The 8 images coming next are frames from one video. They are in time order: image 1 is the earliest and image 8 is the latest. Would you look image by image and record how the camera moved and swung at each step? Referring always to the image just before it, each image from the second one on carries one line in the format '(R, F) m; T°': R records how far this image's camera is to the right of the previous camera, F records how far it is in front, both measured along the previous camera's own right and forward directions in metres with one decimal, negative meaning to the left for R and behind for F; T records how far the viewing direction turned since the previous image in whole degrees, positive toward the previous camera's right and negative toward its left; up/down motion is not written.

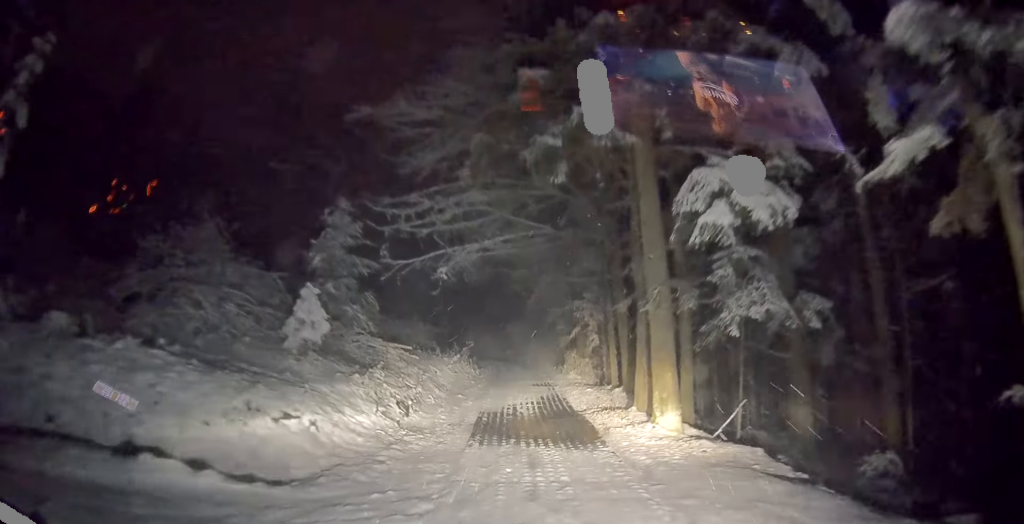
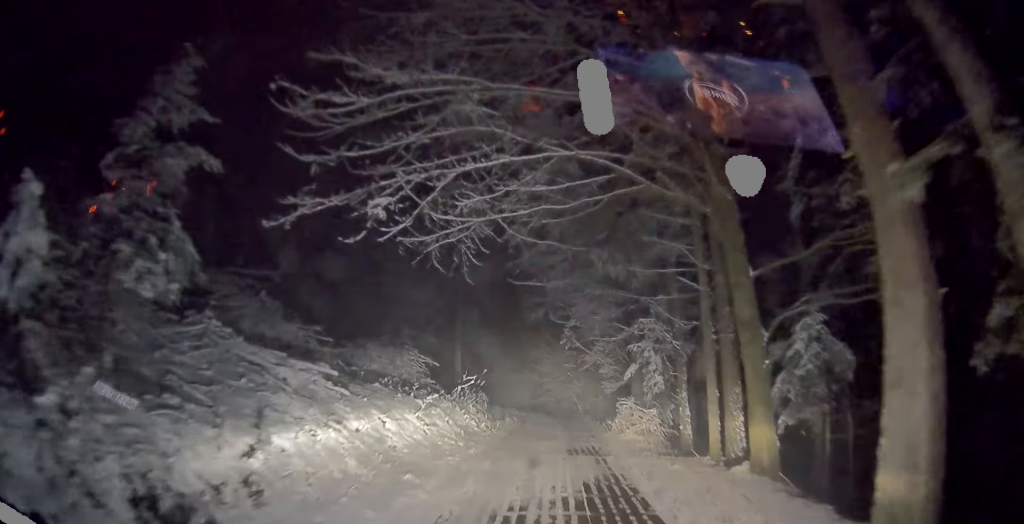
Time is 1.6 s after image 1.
(0.0, +9.0) m; -4°
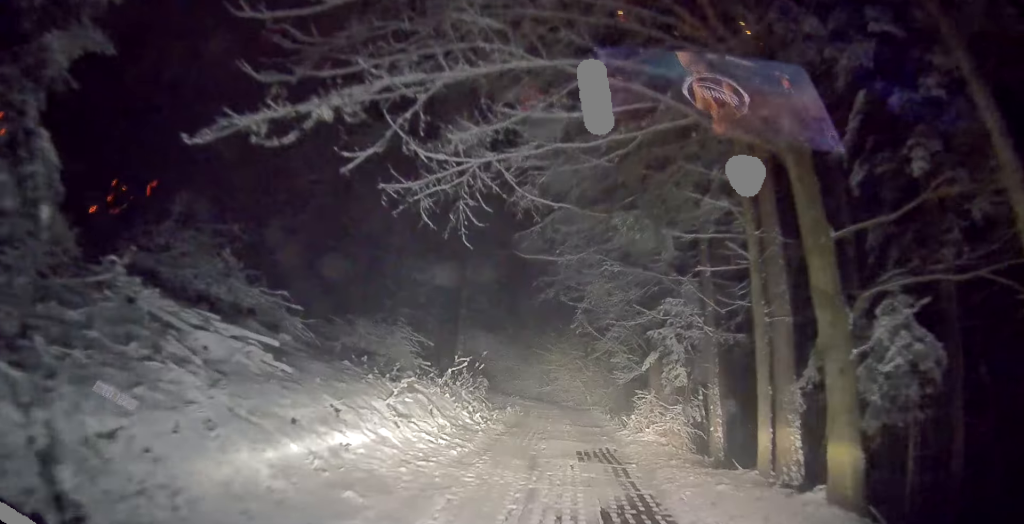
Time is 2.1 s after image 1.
(0.0, +2.4) m; -3°
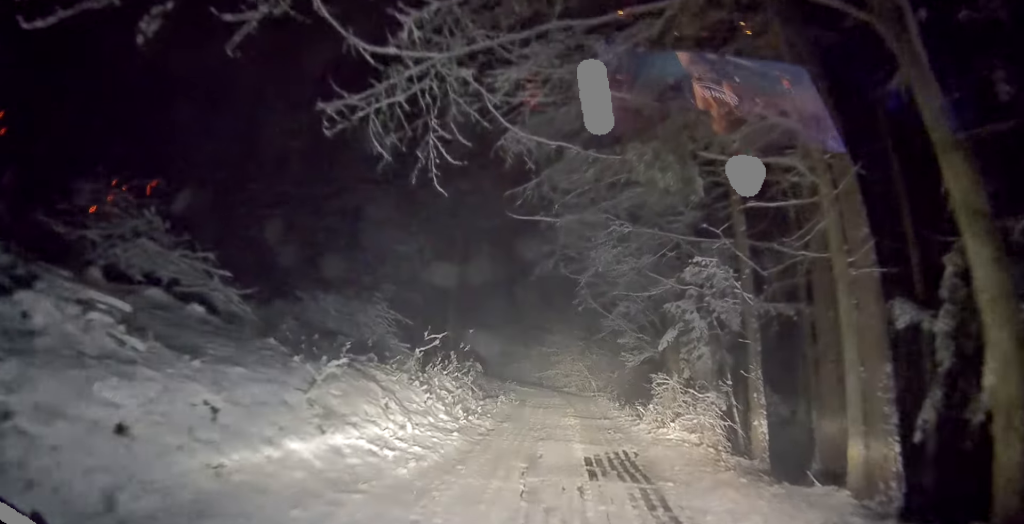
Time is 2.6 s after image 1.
(-0.1, +3.1) m; 0°
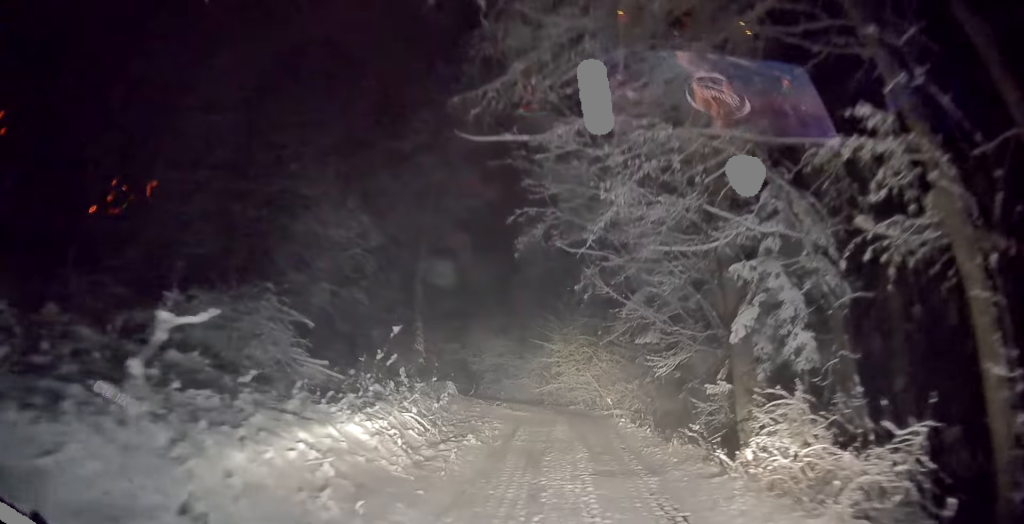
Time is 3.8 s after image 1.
(+0.2, +7.1) m; +4°
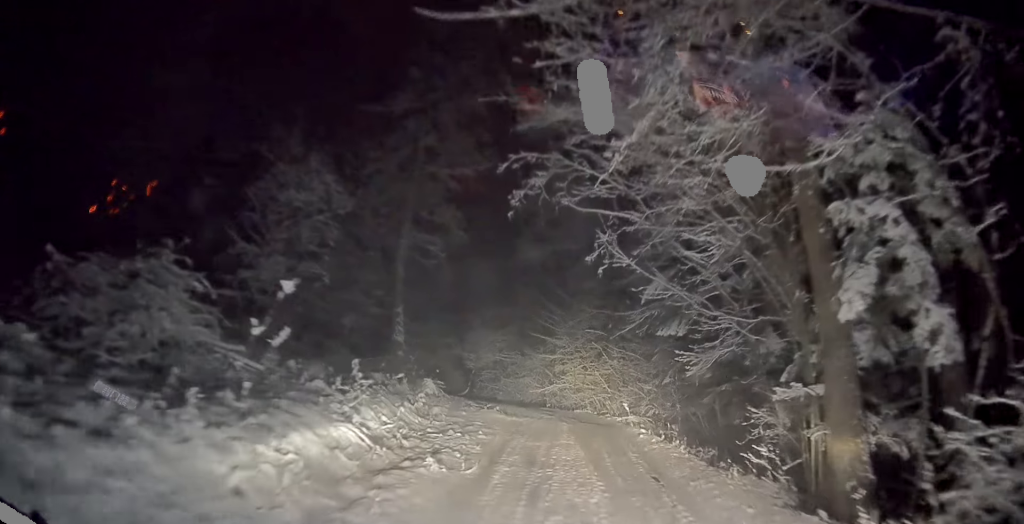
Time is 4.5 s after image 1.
(+0.1, +3.8) m; 0°
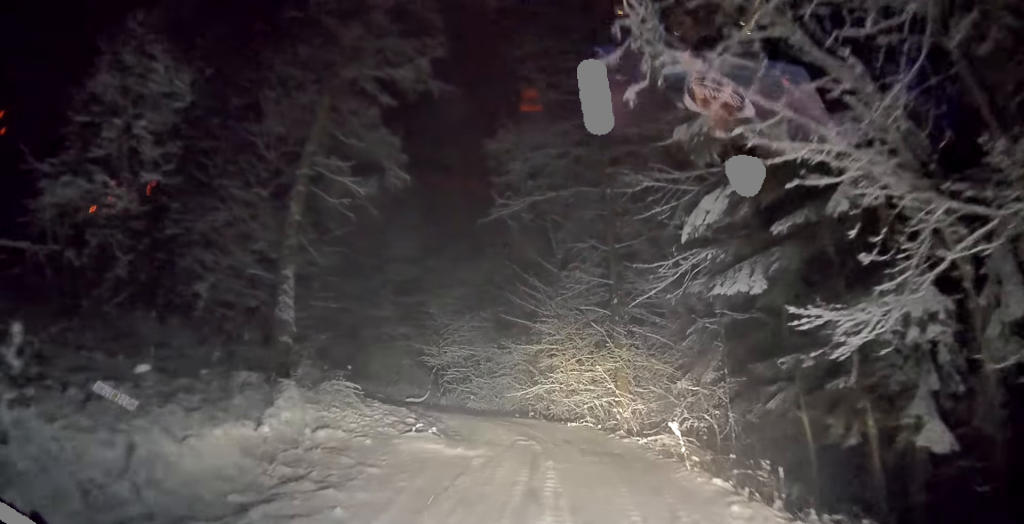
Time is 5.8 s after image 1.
(-0.5, +8.5) m; -4°
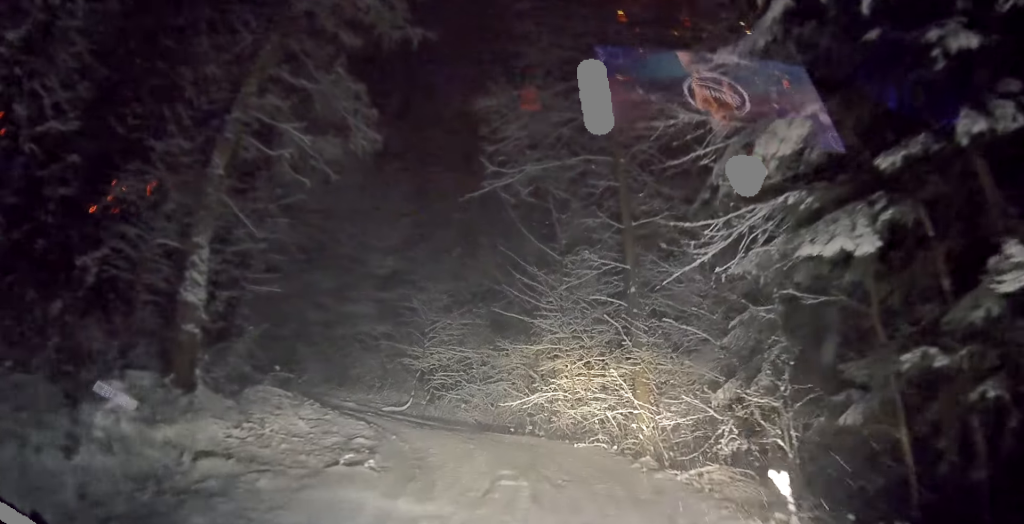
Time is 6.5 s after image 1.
(0.0, +4.5) m; -1°
